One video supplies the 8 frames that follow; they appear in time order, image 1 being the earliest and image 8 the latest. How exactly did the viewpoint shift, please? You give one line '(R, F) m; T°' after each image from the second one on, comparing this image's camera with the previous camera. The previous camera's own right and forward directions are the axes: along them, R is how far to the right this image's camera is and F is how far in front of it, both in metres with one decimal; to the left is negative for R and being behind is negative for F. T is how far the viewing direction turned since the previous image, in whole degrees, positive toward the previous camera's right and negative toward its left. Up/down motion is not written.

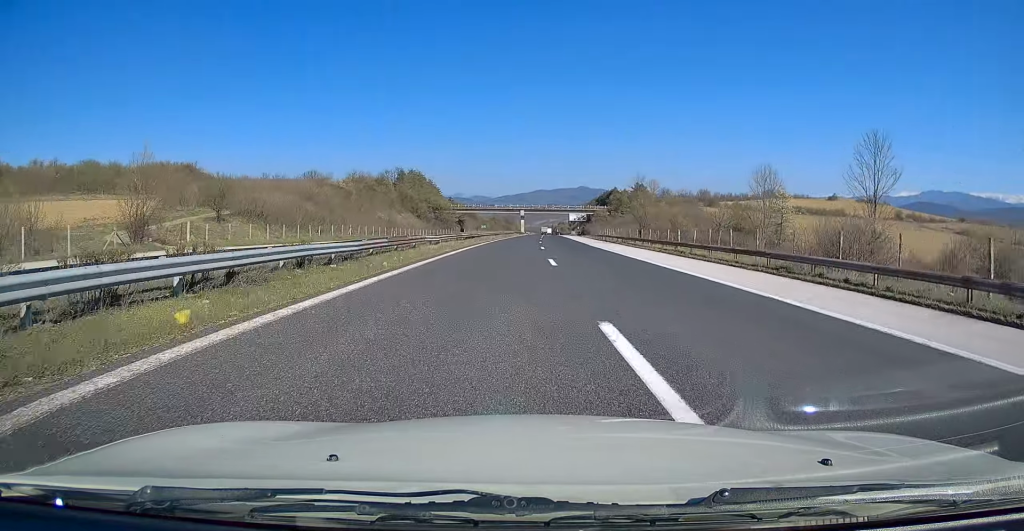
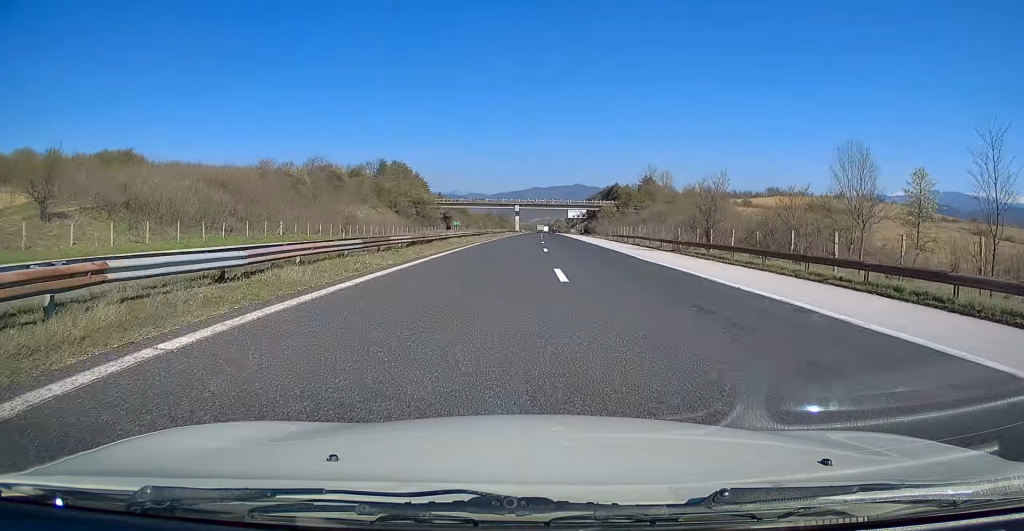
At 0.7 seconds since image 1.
(+0.1, +22.5) m; 0°
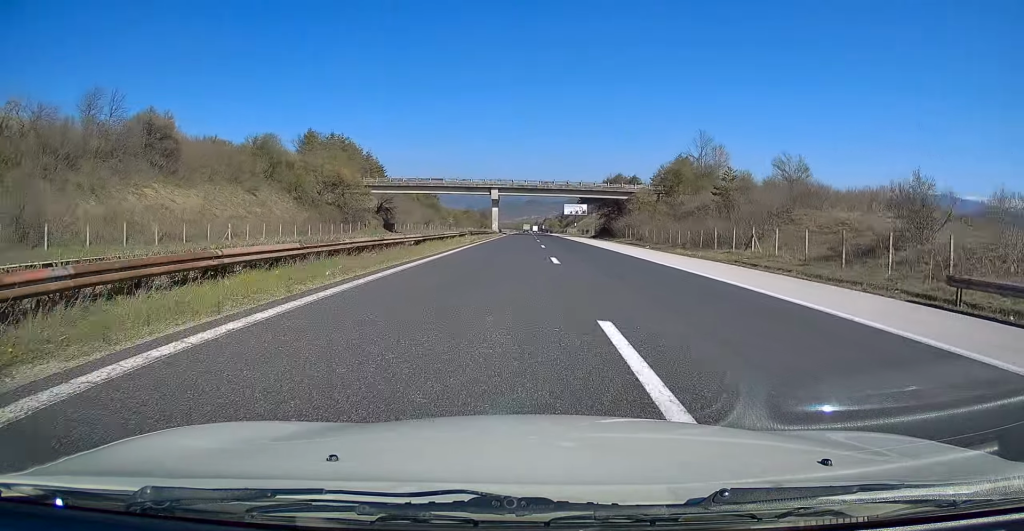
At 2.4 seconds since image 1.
(+0.2, +57.6) m; +1°
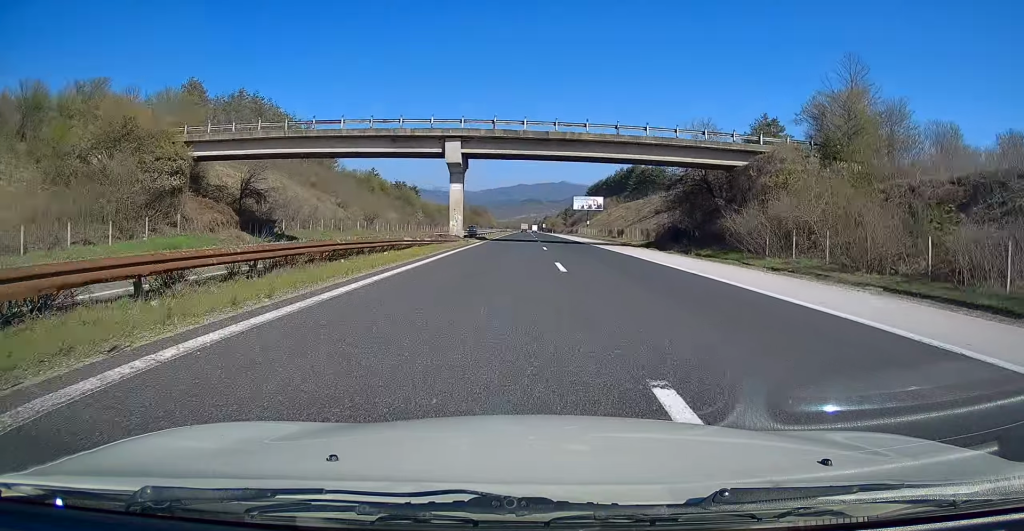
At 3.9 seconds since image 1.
(+0.4, +51.1) m; 0°
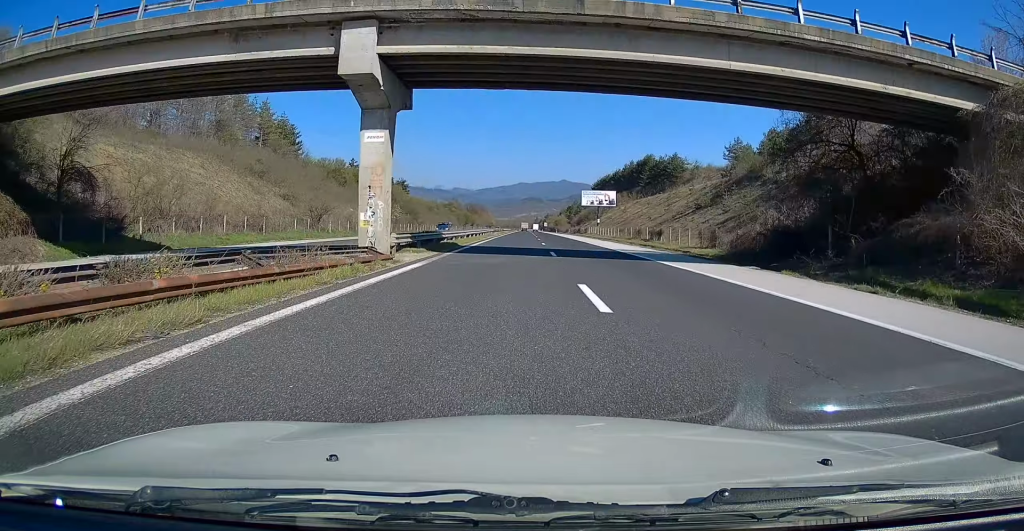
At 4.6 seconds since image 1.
(0.0, +23.9) m; 0°
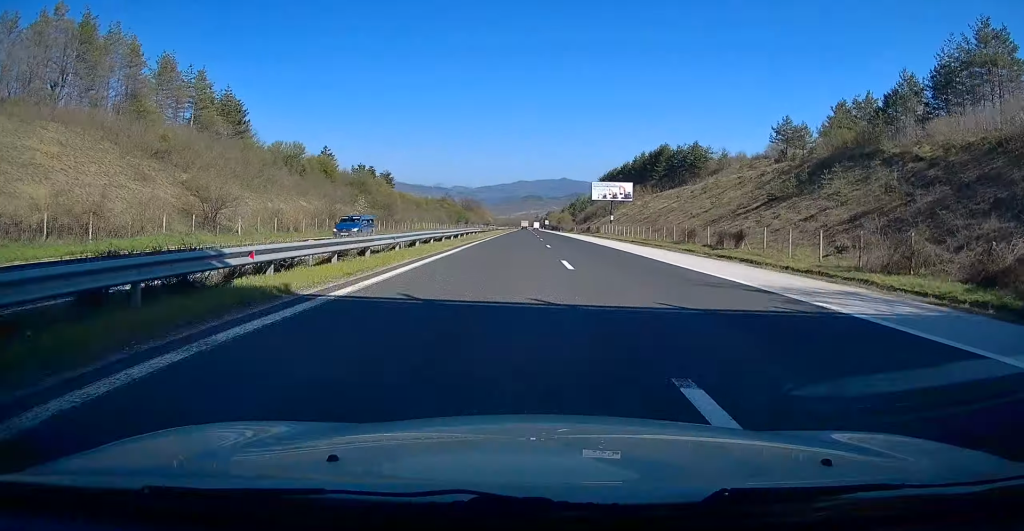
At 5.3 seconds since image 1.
(0.0, +24.0) m; 0°
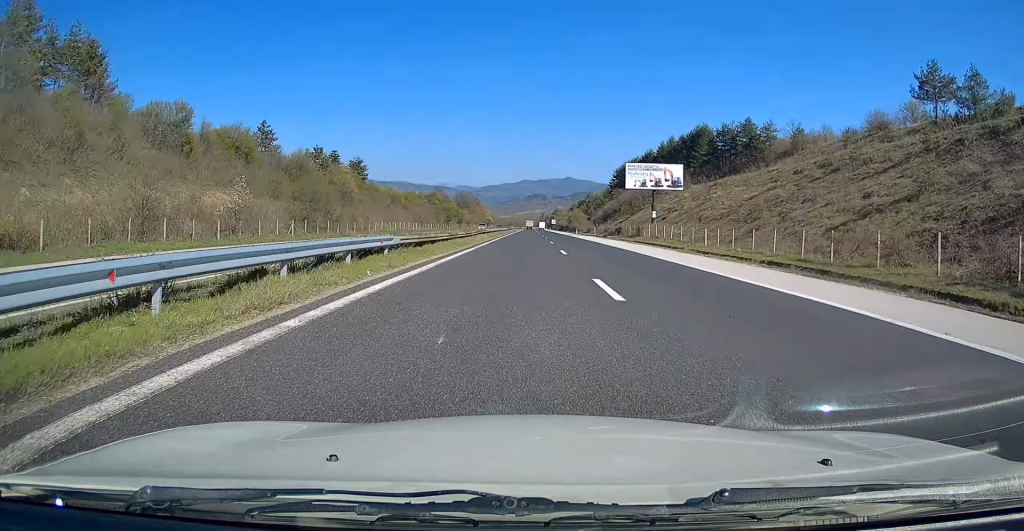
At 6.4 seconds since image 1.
(-0.2, +38.7) m; 0°
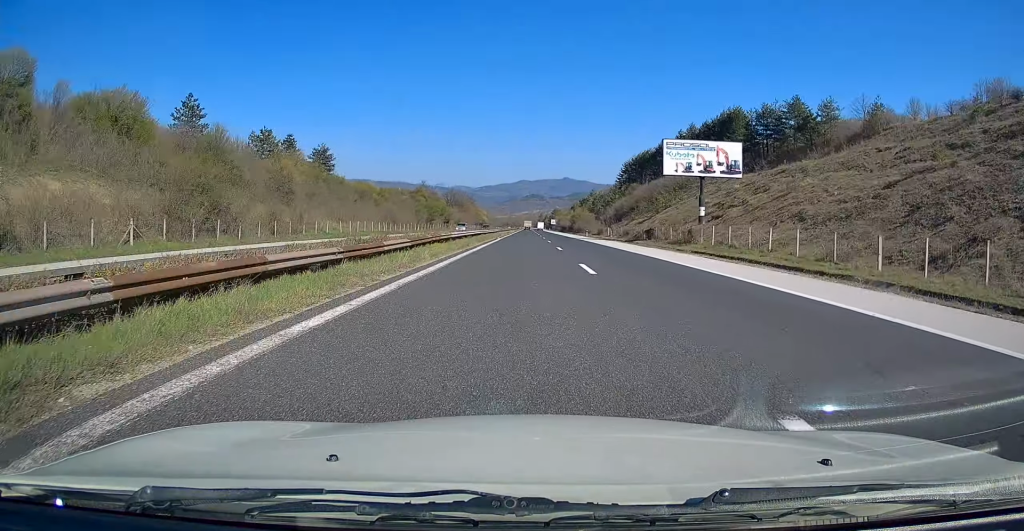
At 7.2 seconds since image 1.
(+0.2, +26.1) m; 0°
